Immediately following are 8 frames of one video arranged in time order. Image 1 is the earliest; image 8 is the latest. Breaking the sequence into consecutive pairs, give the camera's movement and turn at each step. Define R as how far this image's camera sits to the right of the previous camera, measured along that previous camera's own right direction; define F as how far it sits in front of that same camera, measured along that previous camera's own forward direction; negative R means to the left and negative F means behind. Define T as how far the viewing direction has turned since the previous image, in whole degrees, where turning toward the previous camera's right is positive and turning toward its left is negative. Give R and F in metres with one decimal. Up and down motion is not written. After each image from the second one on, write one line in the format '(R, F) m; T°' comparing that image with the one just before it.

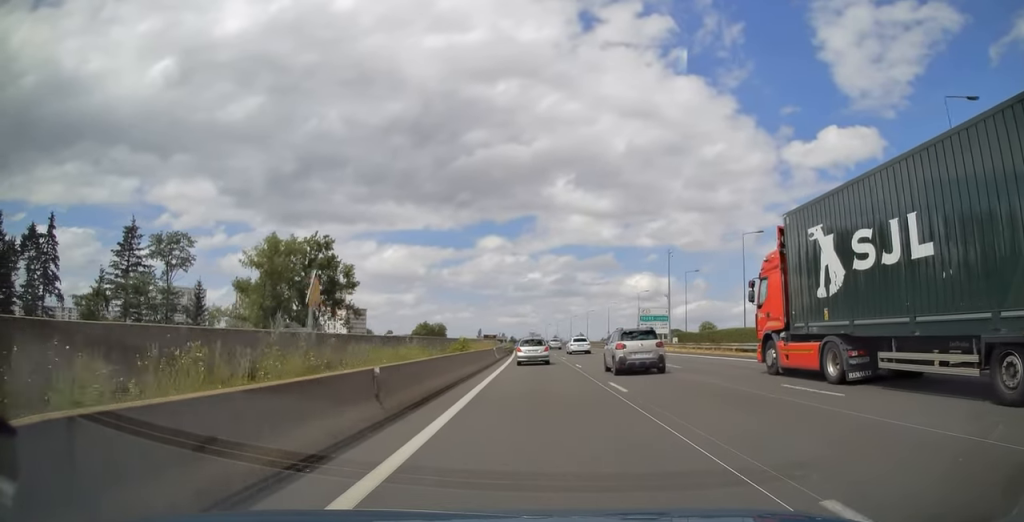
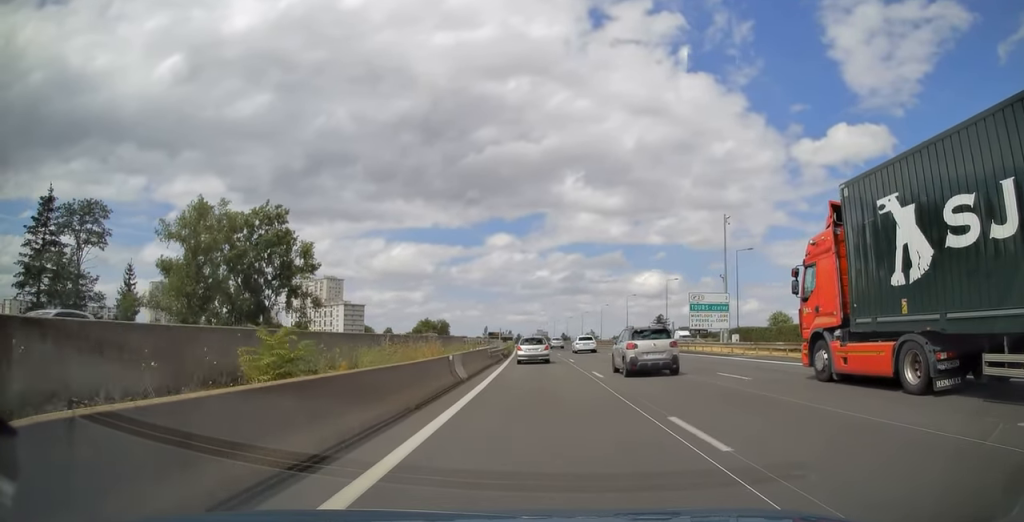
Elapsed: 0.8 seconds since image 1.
(-0.3, +20.3) m; -1°
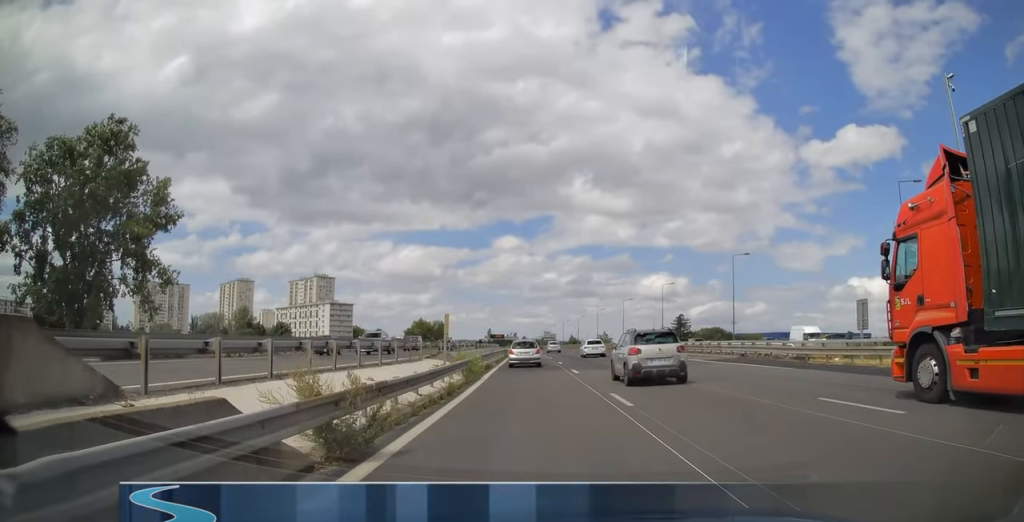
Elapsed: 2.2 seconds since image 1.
(0.0, +32.9) m; 0°
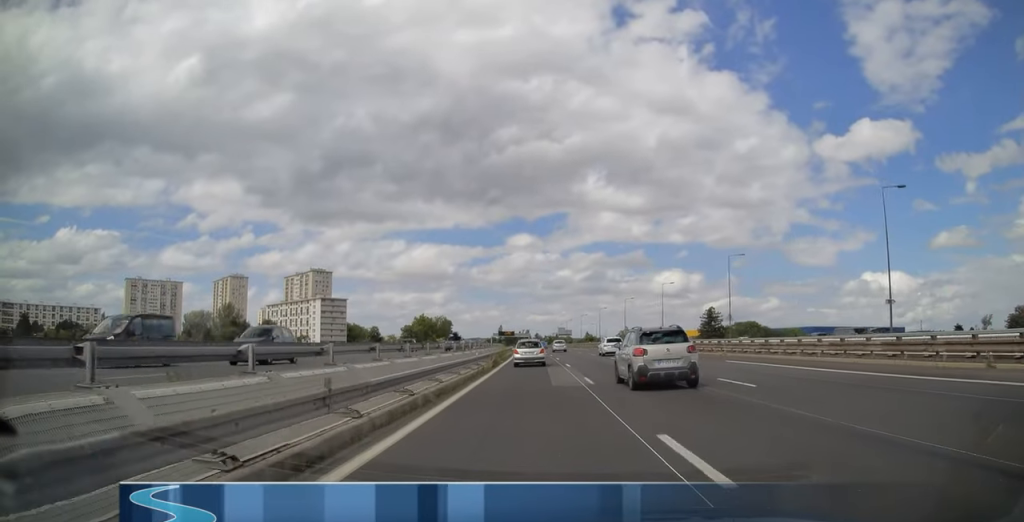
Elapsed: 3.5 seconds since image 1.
(0.0, +31.0) m; 0°
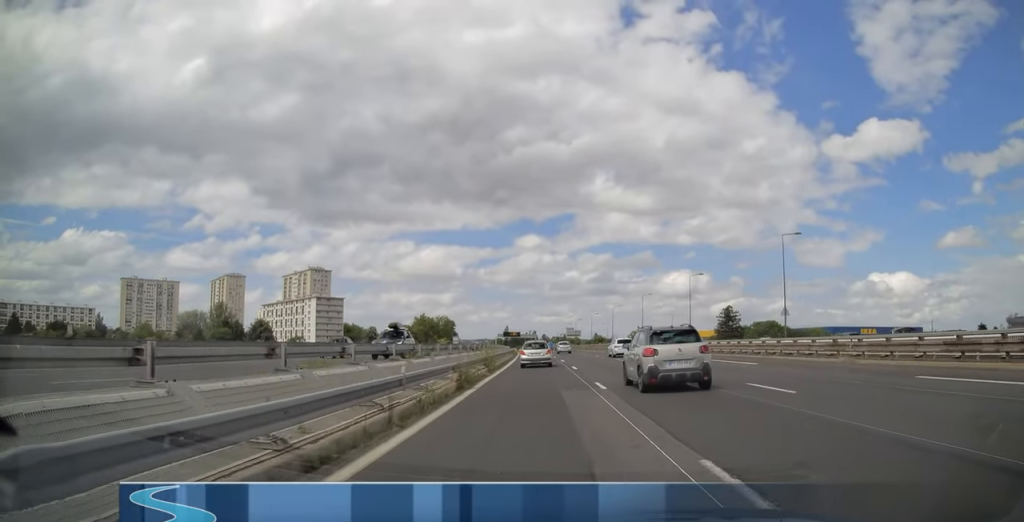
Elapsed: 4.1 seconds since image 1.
(0.0, +15.0) m; 0°
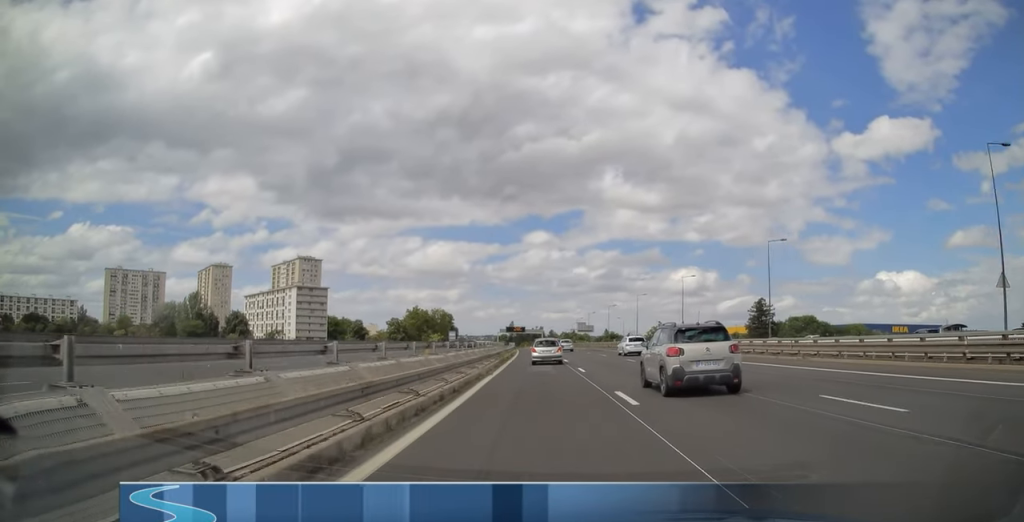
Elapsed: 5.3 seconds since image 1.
(0.0, +29.5) m; -2°
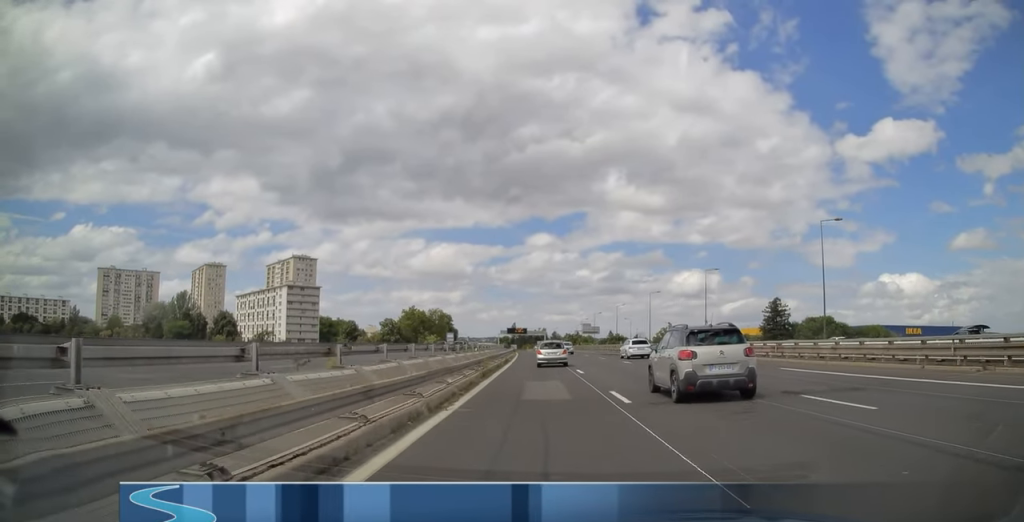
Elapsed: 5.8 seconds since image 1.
(0.0, +11.7) m; -1°
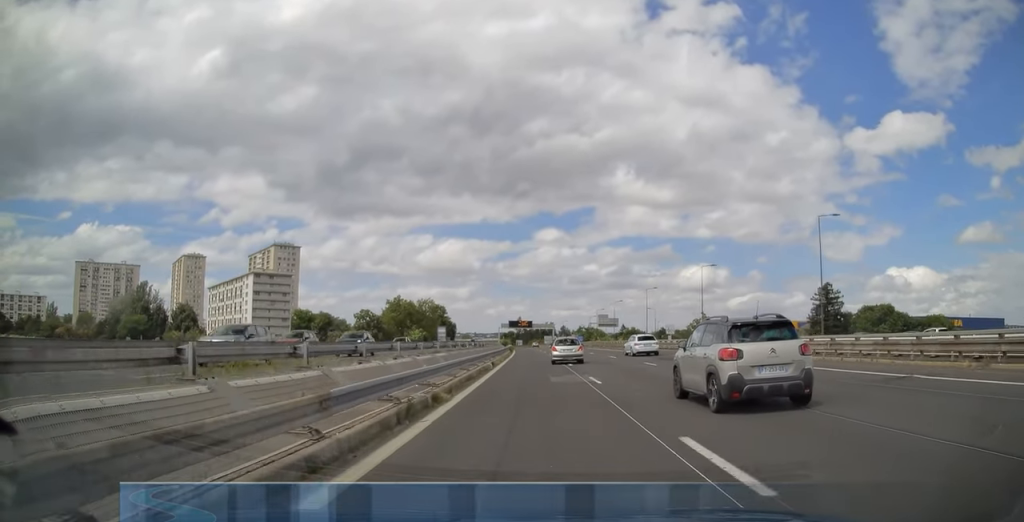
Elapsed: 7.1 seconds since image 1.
(-1.4, +32.7) m; -3°
